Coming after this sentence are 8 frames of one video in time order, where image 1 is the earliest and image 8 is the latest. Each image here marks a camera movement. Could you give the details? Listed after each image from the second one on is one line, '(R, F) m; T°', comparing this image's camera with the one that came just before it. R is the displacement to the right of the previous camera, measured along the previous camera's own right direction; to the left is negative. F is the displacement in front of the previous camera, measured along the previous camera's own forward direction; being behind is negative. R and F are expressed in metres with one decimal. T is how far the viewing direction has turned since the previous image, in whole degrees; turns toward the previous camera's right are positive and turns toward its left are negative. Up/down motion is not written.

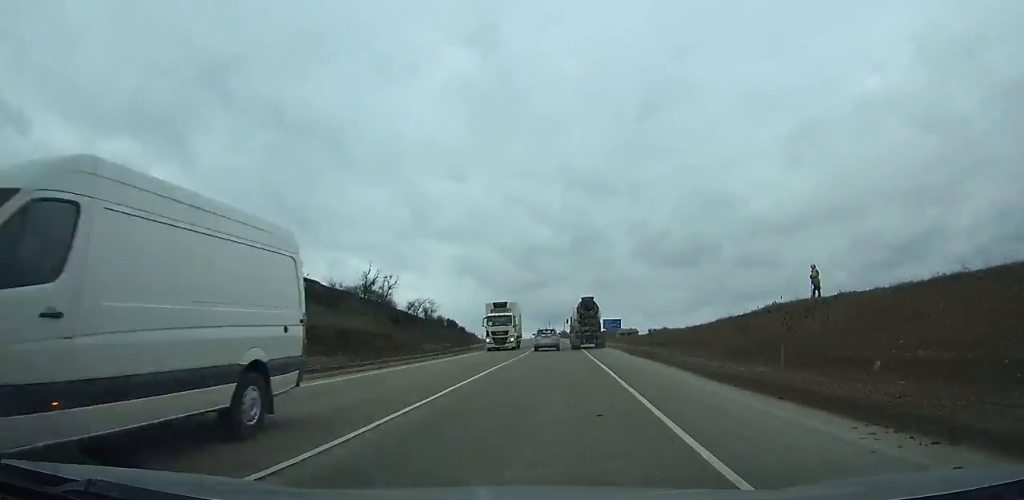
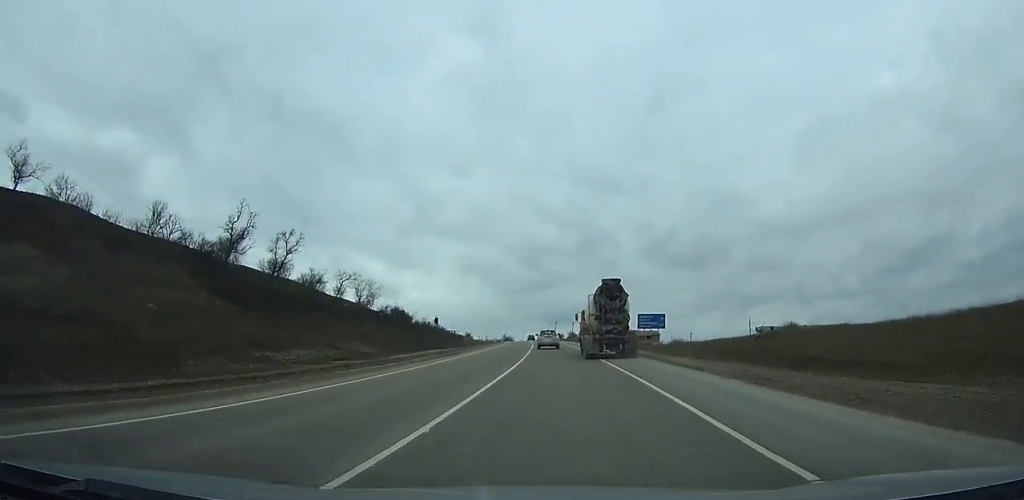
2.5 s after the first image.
(-0.5, +37.1) m; -2°
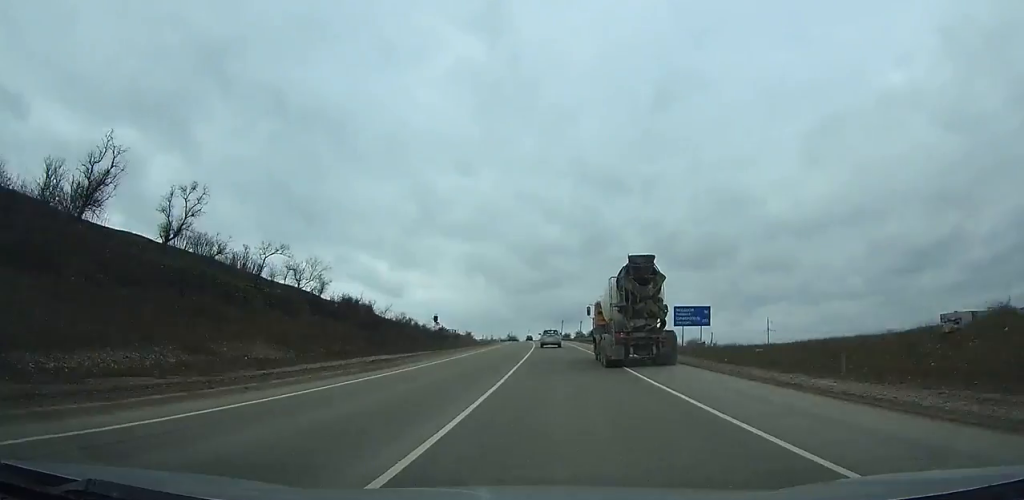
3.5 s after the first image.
(-0.1, +16.9) m; 0°
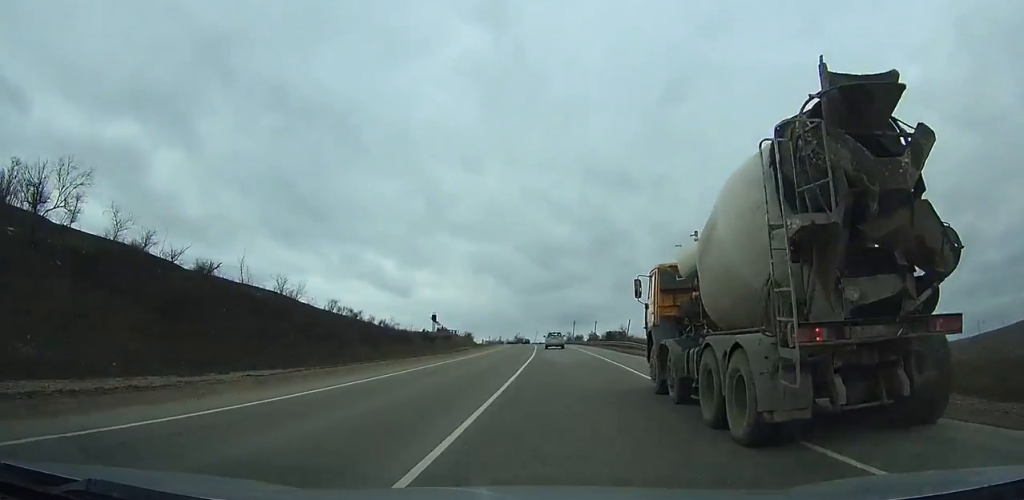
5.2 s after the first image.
(-0.2, +27.5) m; 0°
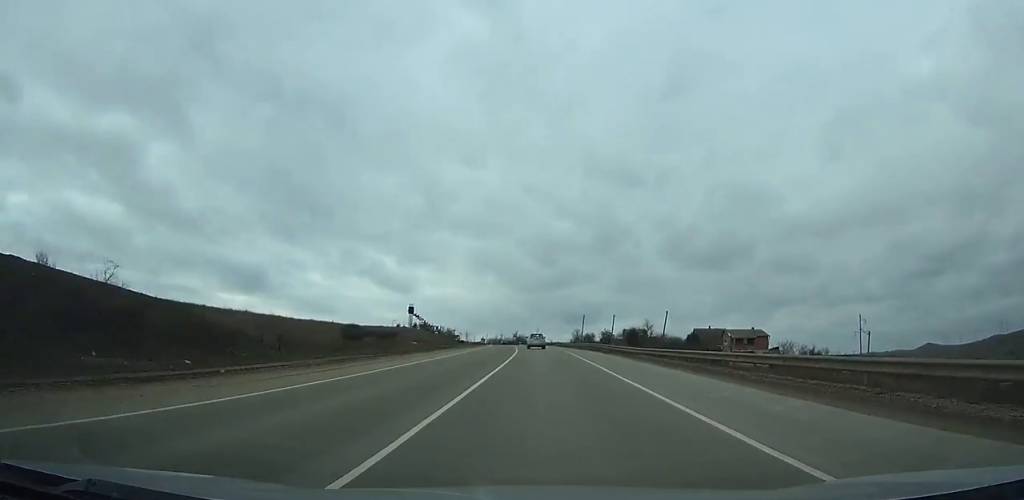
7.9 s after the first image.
(-0.2, +47.9) m; -1°
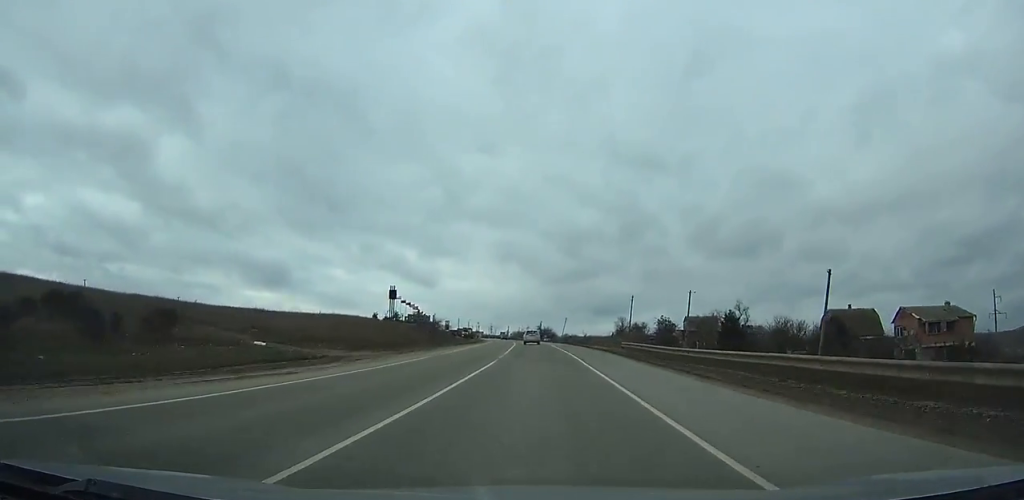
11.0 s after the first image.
(-1.5, +56.2) m; -3°
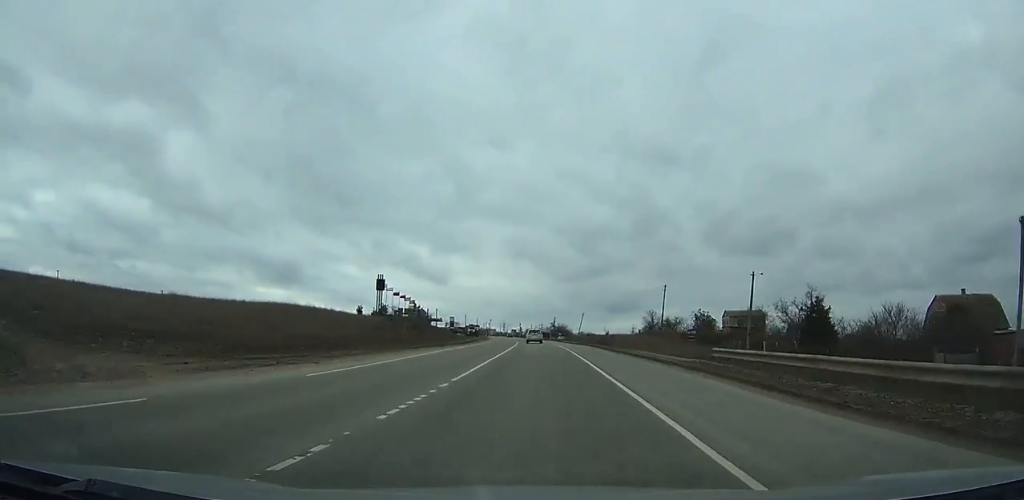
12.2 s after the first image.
(-0.2, +22.4) m; -1°
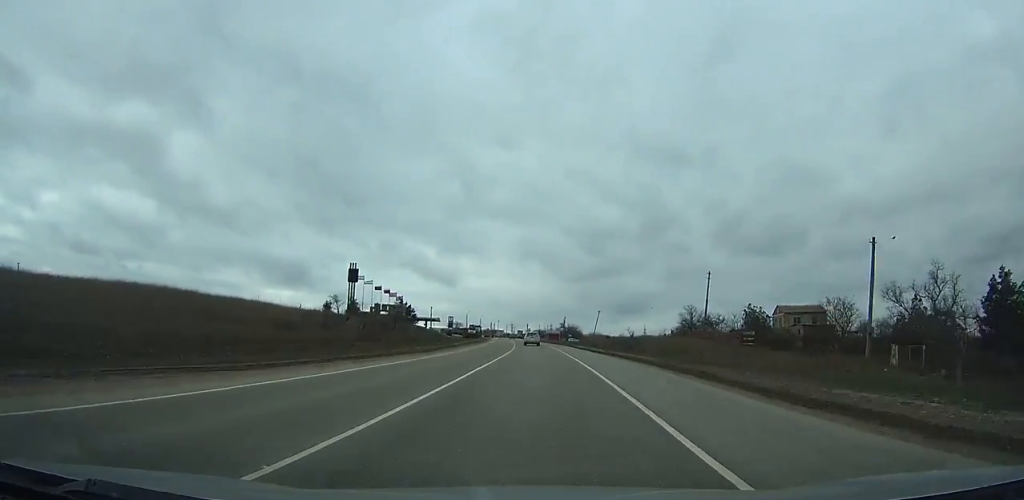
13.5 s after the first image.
(-0.1, +23.7) m; -1°
